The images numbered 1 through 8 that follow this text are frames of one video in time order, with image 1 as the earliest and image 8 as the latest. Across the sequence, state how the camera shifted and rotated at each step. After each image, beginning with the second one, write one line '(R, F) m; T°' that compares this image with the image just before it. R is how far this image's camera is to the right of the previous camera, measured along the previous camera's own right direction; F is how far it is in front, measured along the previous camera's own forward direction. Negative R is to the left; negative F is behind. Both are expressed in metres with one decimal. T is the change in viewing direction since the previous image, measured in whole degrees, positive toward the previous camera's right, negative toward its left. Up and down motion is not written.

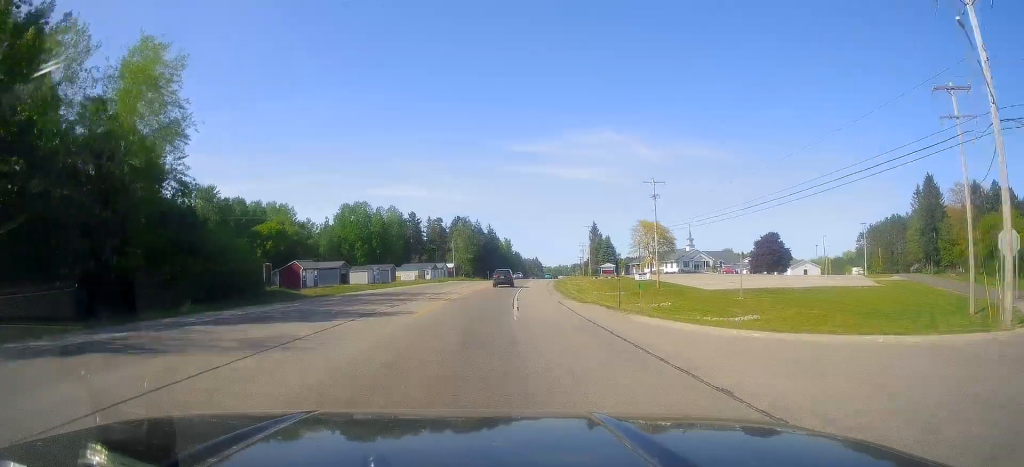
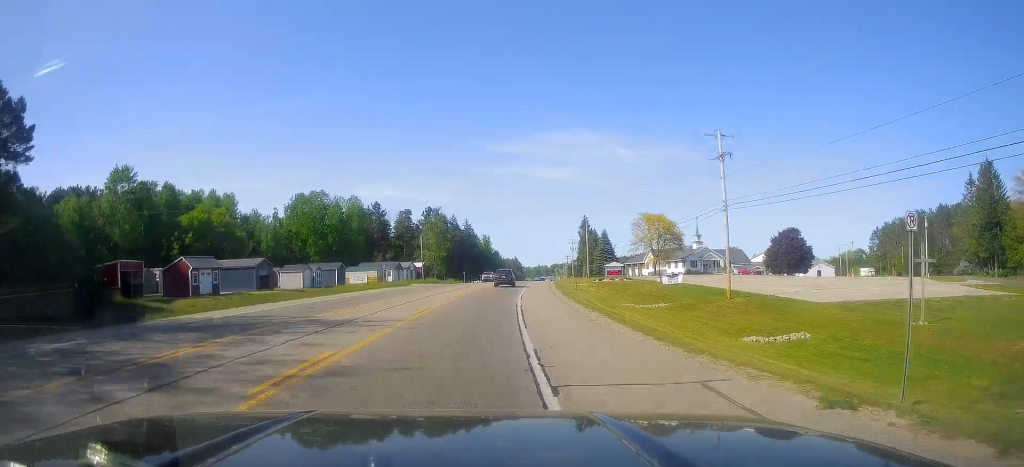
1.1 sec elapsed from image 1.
(+0.2, +25.1) m; +1°
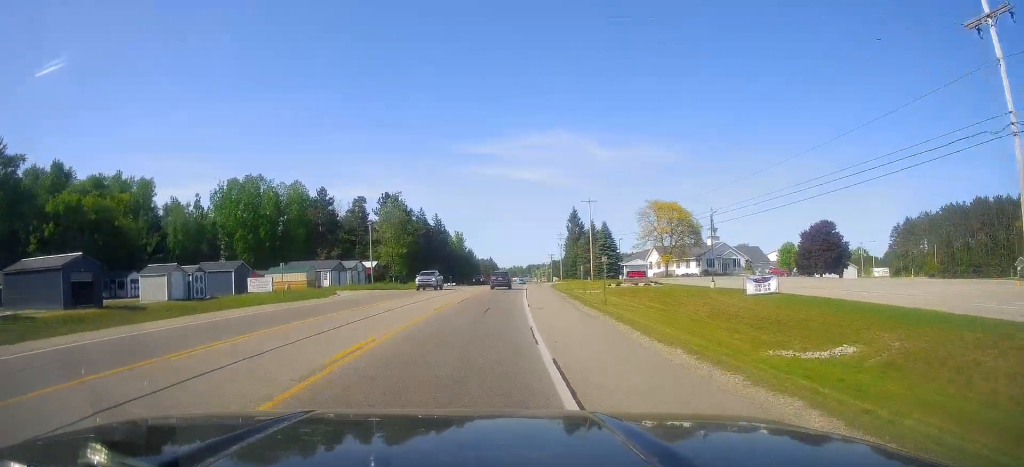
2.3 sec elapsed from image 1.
(+0.5, +28.2) m; +2°
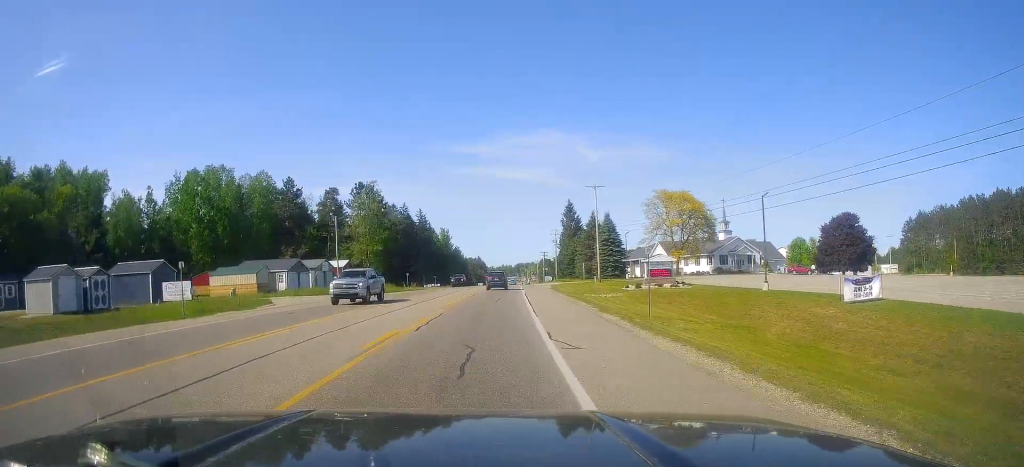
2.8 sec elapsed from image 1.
(+0.1, +13.7) m; +1°
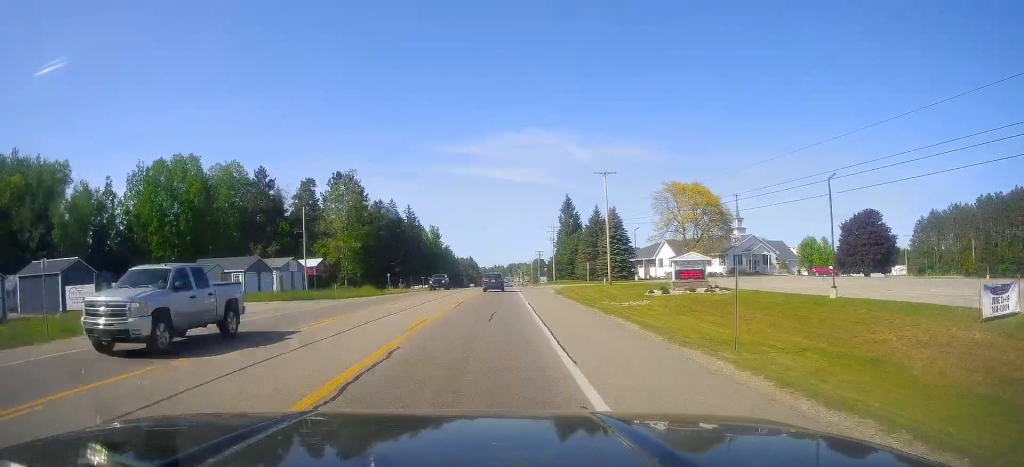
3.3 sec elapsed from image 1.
(0.0, +10.5) m; +1°
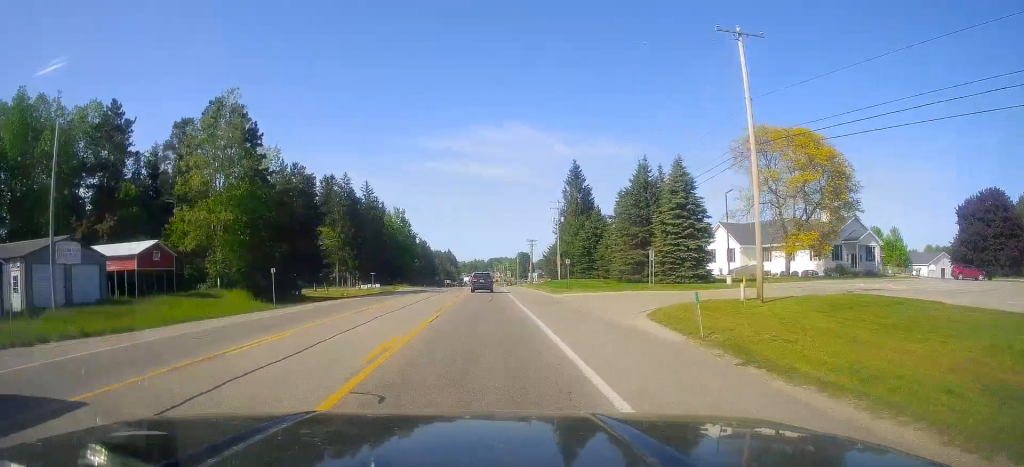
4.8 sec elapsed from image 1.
(+1.4, +38.8) m; +2°
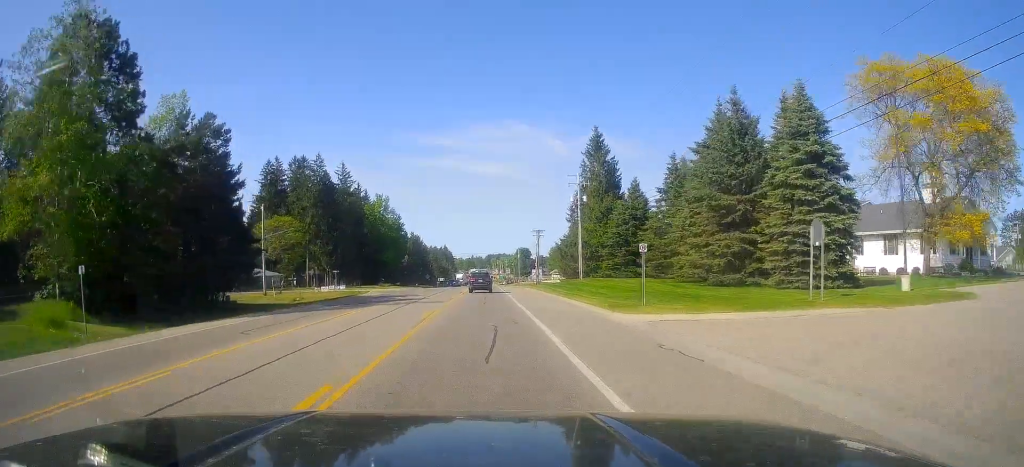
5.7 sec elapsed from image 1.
(-0.2, +22.1) m; 0°
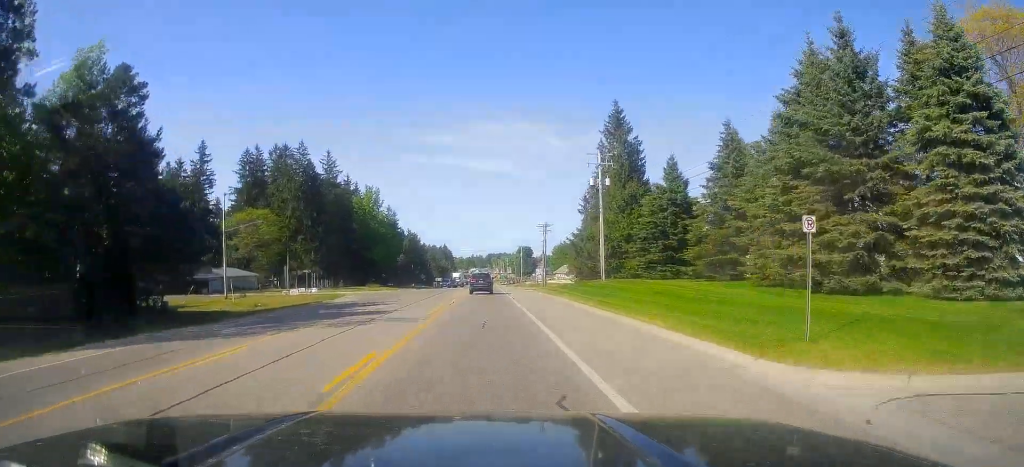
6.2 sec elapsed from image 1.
(-0.5, +12.2) m; 0°
